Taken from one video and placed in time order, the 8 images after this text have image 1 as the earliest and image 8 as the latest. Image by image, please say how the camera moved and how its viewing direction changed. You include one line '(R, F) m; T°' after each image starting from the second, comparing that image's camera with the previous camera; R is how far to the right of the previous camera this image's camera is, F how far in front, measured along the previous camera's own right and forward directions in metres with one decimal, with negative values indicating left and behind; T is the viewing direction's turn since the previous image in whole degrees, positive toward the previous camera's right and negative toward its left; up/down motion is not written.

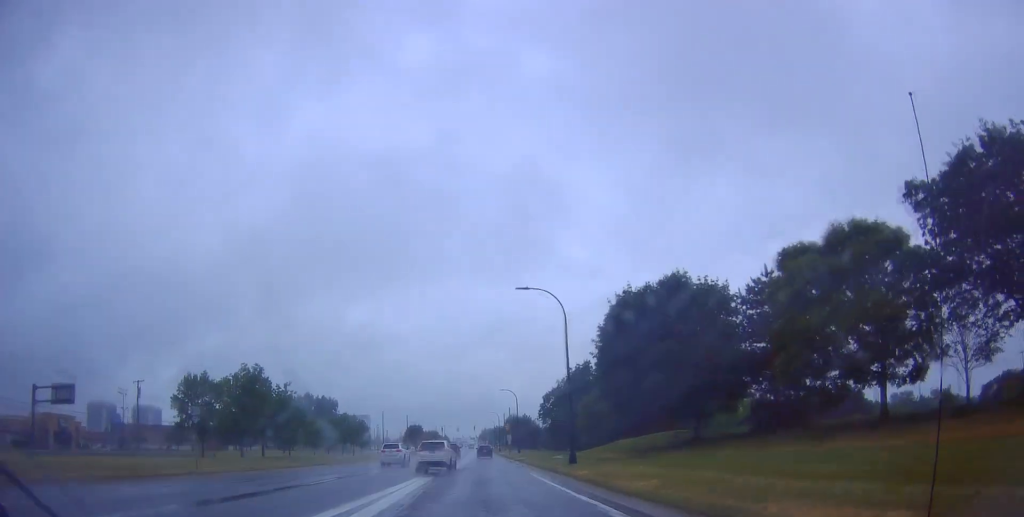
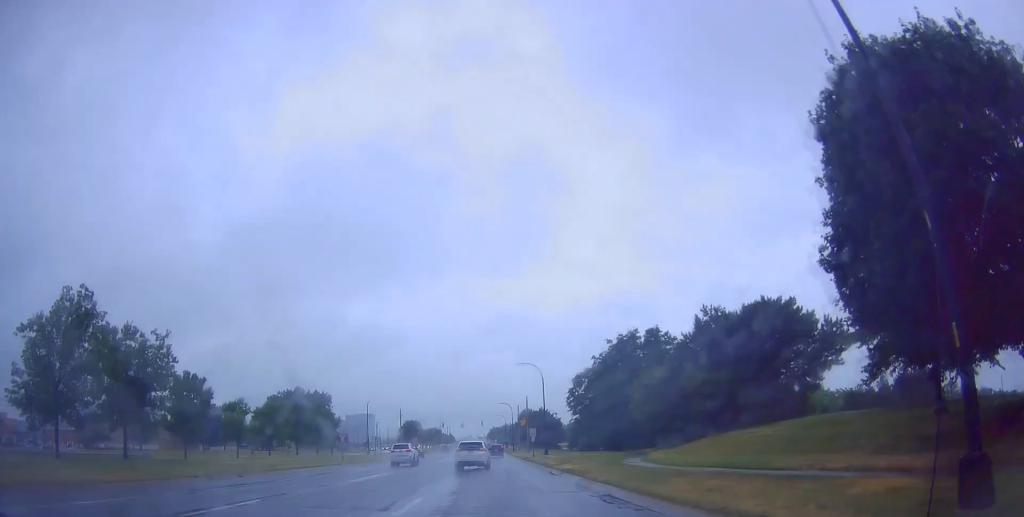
(+0.4, +27.0) m; +1°
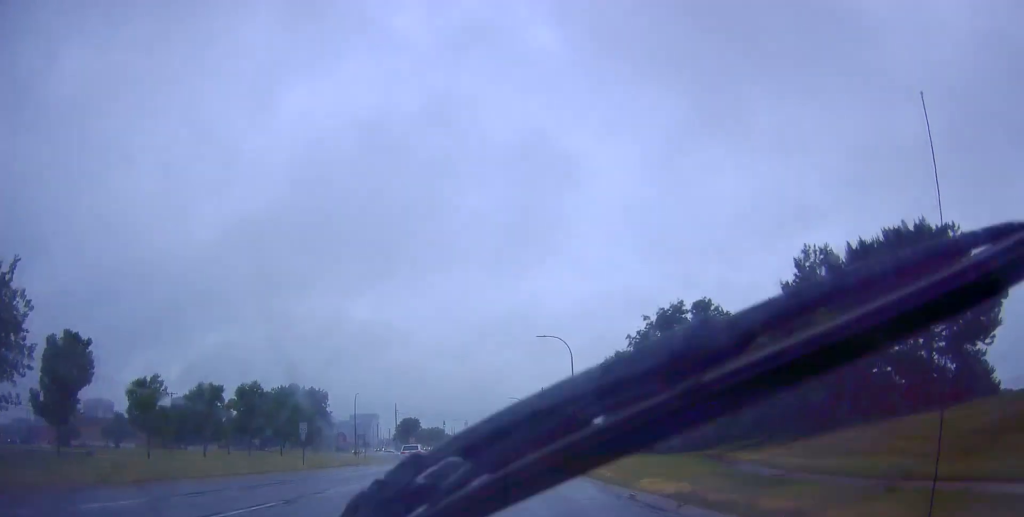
(0.0, +15.4) m; 0°
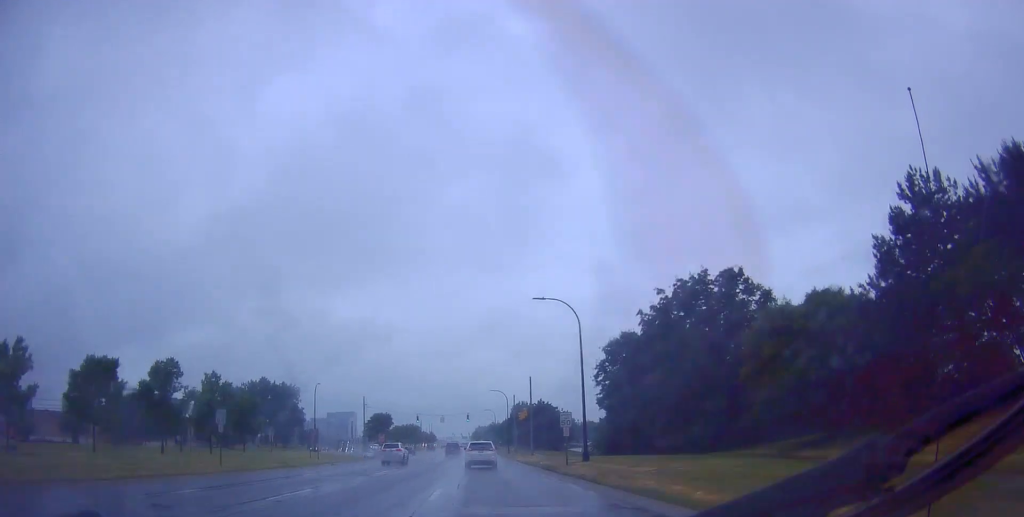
(0.0, +11.8) m; 0°
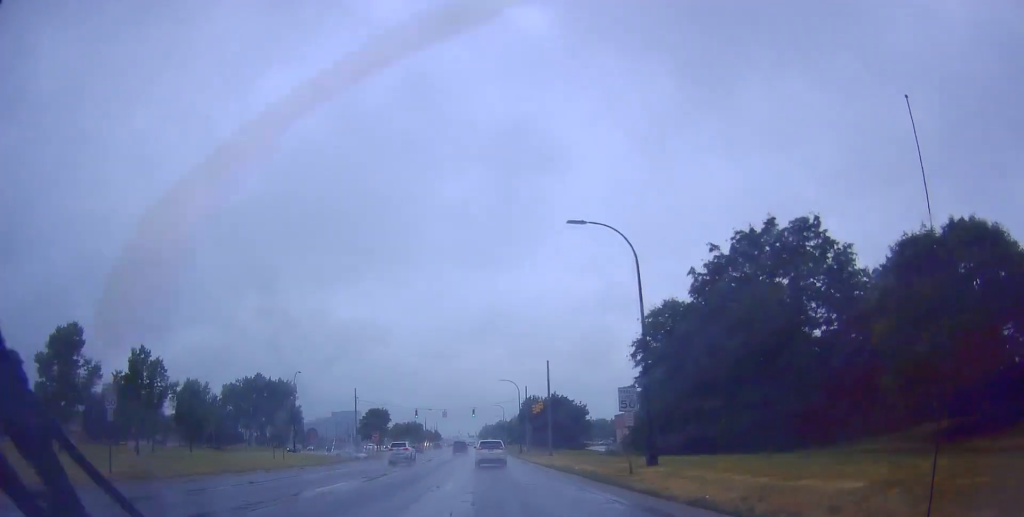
(0.0, +11.9) m; -1°
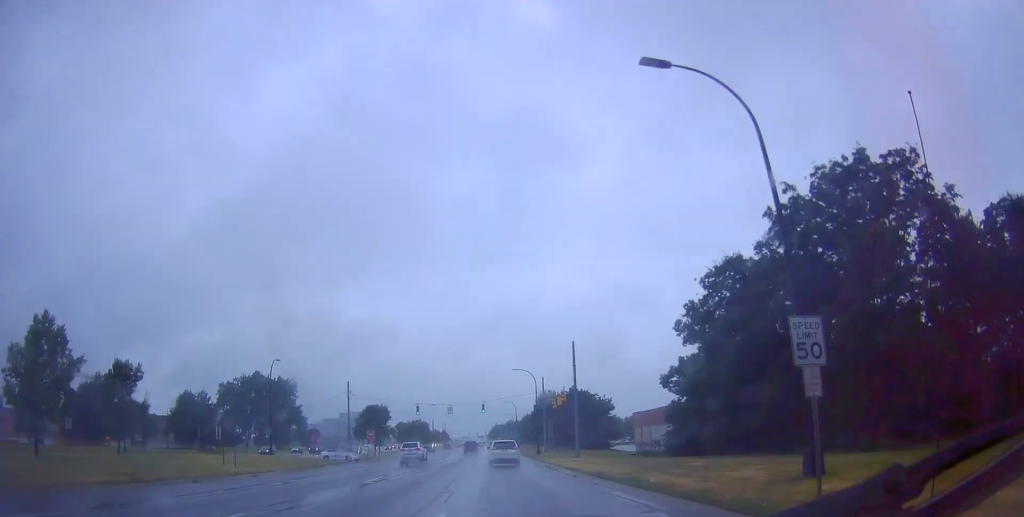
(+0.1, +10.7) m; -1°
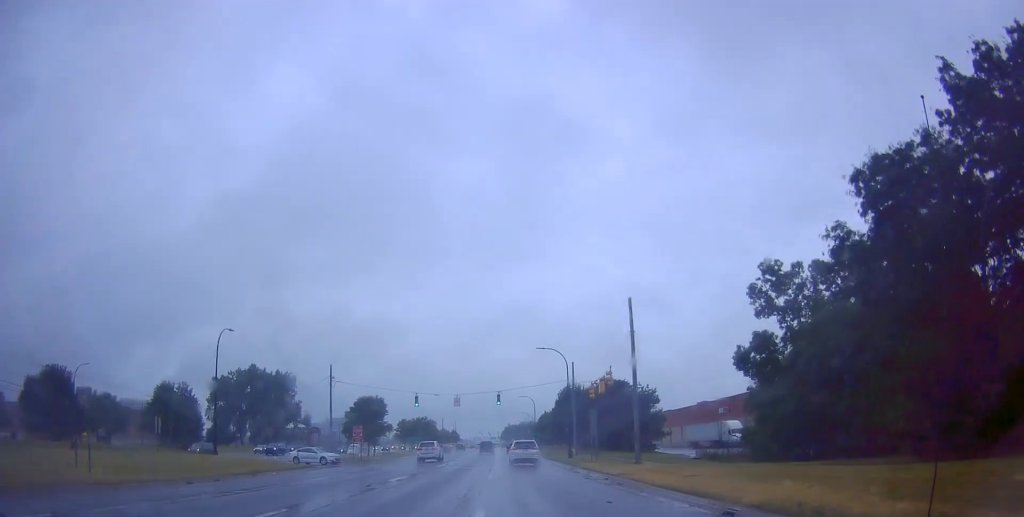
(-0.4, +14.9) m; -2°
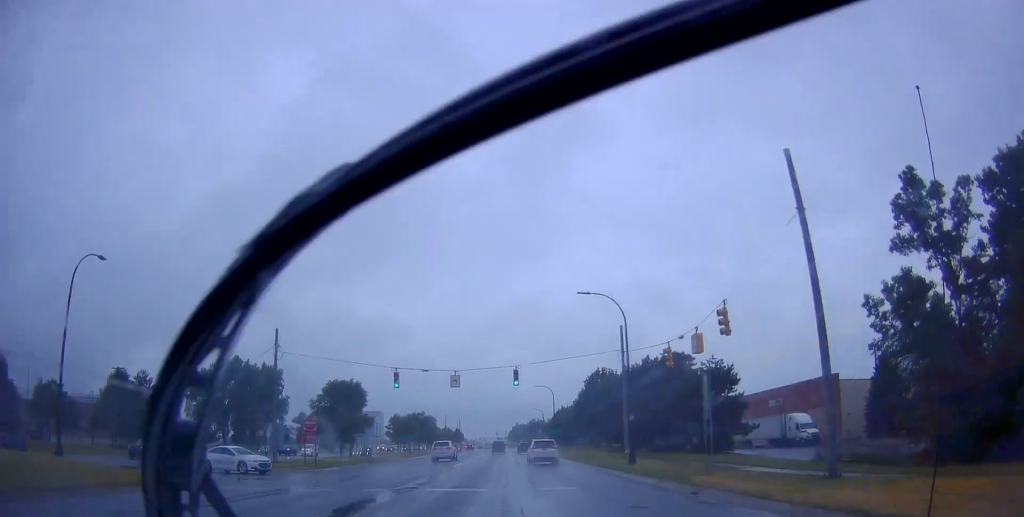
(-0.1, +18.8) m; -1°
